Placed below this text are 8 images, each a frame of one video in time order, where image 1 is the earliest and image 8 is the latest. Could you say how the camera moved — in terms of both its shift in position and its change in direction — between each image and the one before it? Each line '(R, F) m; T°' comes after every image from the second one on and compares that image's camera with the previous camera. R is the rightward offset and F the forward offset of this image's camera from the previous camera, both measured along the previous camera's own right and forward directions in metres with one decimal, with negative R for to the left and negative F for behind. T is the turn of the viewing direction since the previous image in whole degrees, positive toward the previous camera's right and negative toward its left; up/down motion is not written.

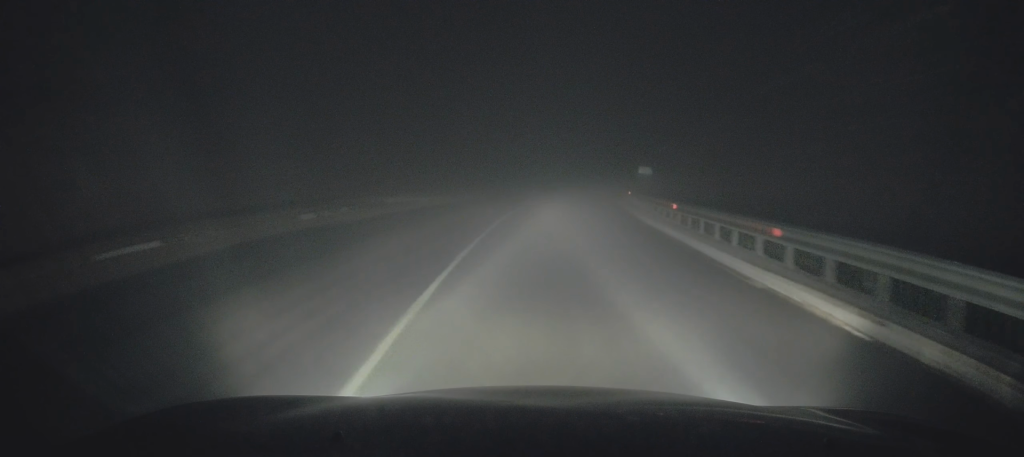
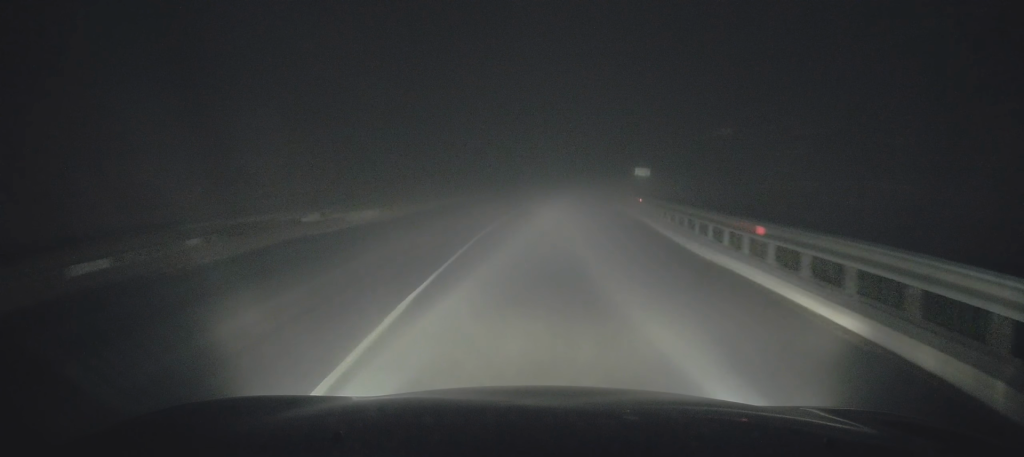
(+0.1, +7.6) m; +1°
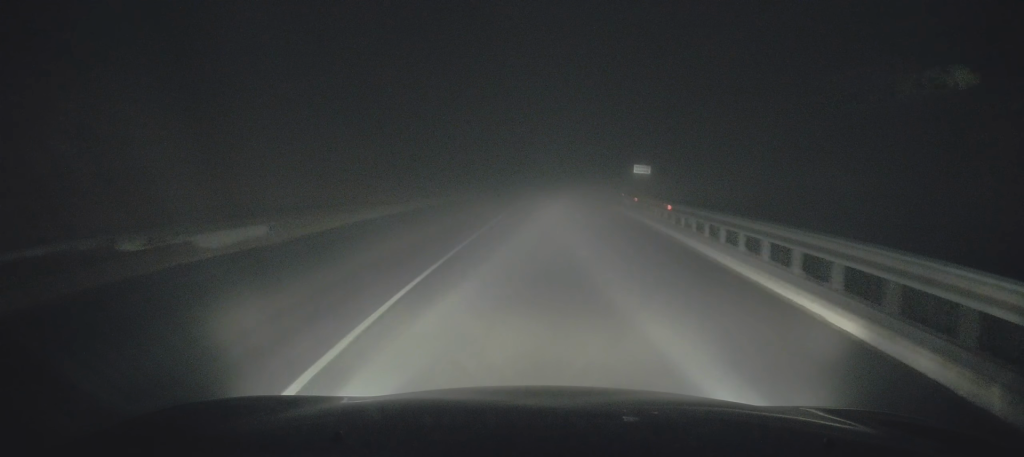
(+0.1, +7.6) m; +1°
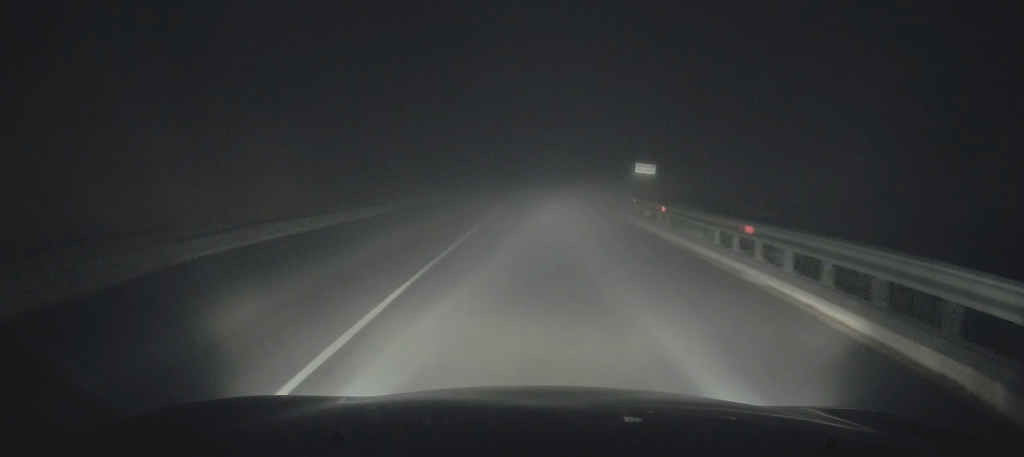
(+0.1, +7.7) m; 0°
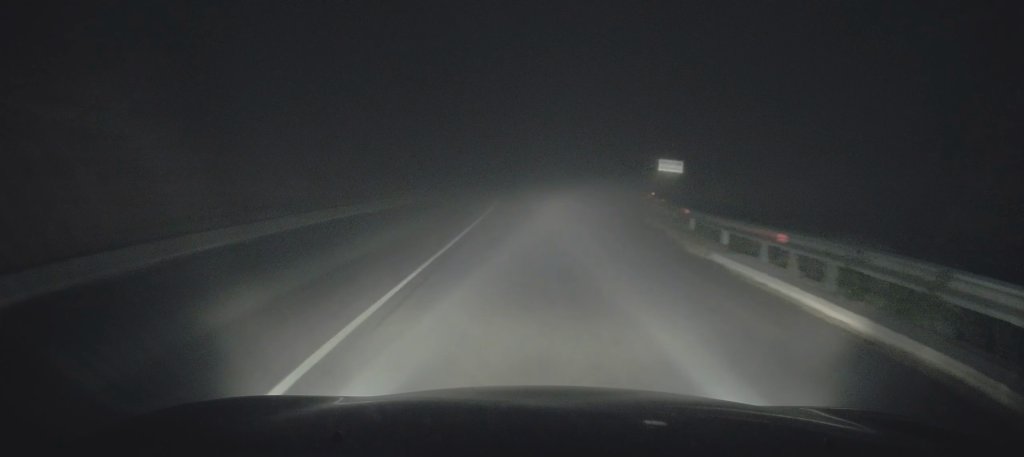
(0.0, +8.9) m; 0°
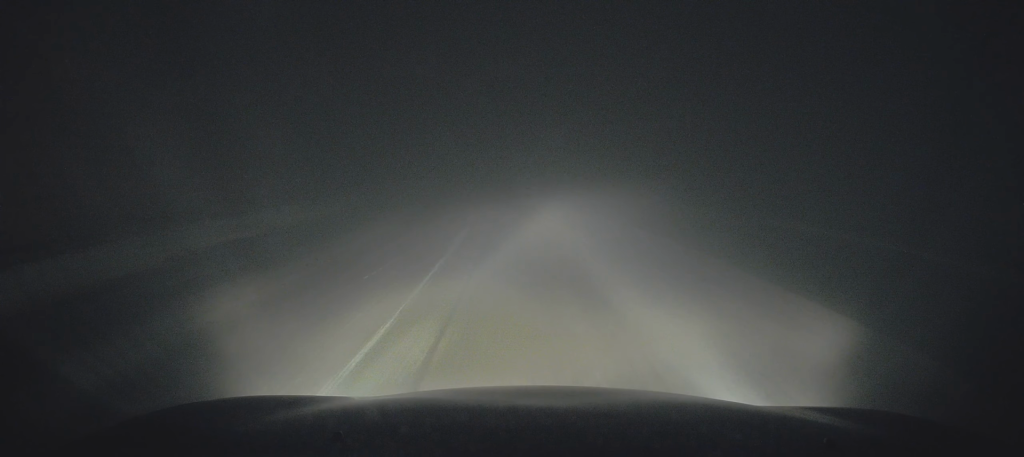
(0.0, +38.1) m; -4°
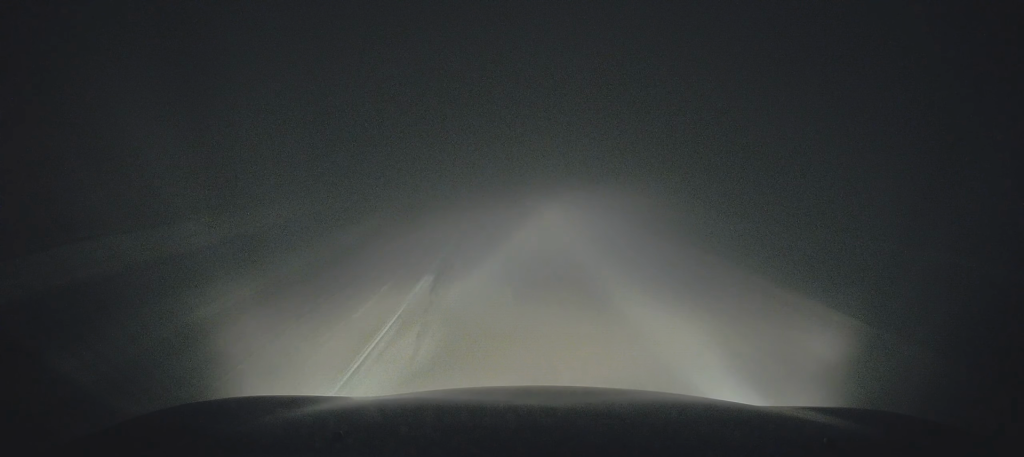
(-0.2, +5.8) m; -2°
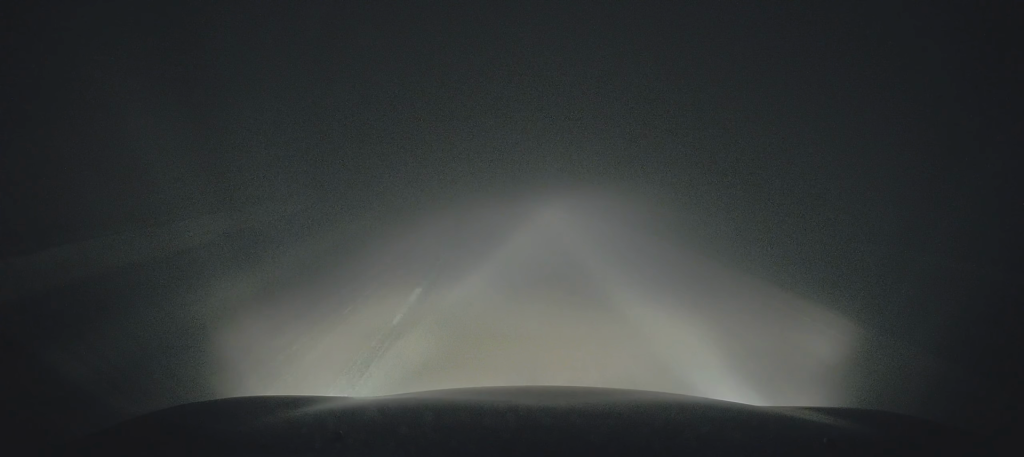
(0.0, +4.5) m; -1°
